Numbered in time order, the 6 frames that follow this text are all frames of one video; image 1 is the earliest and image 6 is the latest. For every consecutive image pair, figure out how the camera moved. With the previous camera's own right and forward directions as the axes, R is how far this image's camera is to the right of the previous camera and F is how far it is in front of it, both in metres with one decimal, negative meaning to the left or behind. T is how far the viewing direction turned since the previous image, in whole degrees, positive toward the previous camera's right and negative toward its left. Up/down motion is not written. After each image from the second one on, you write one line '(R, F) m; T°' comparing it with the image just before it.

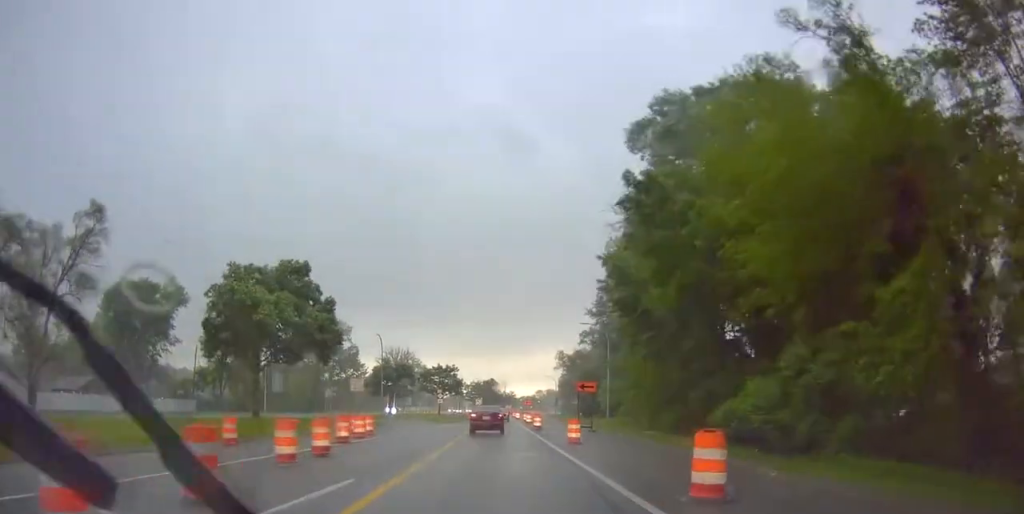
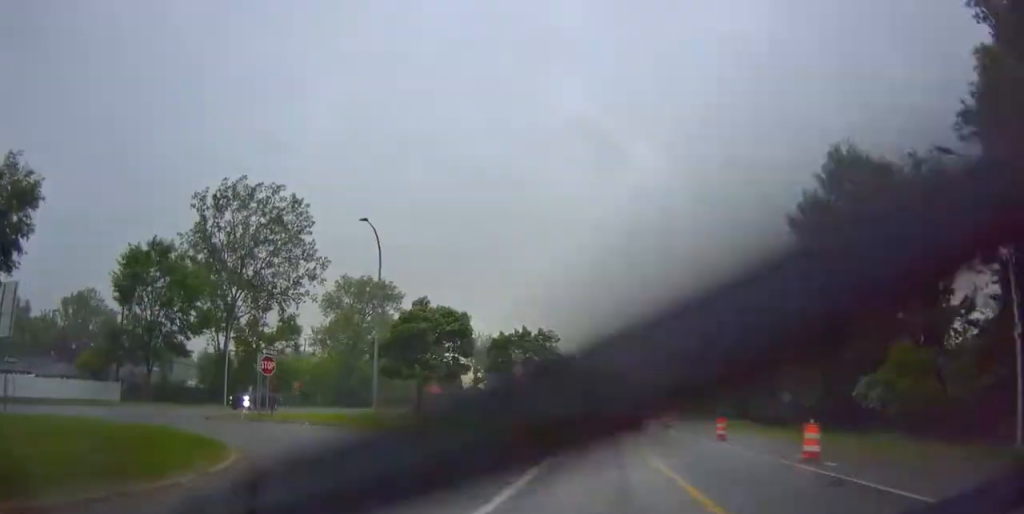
(+0.6, +34.4) m; -3°
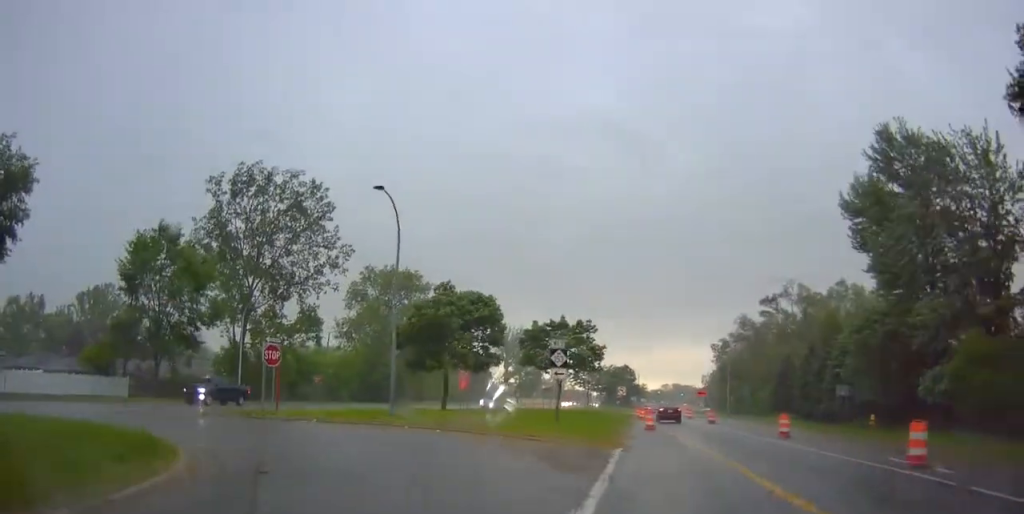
(-0.1, +3.1) m; -2°
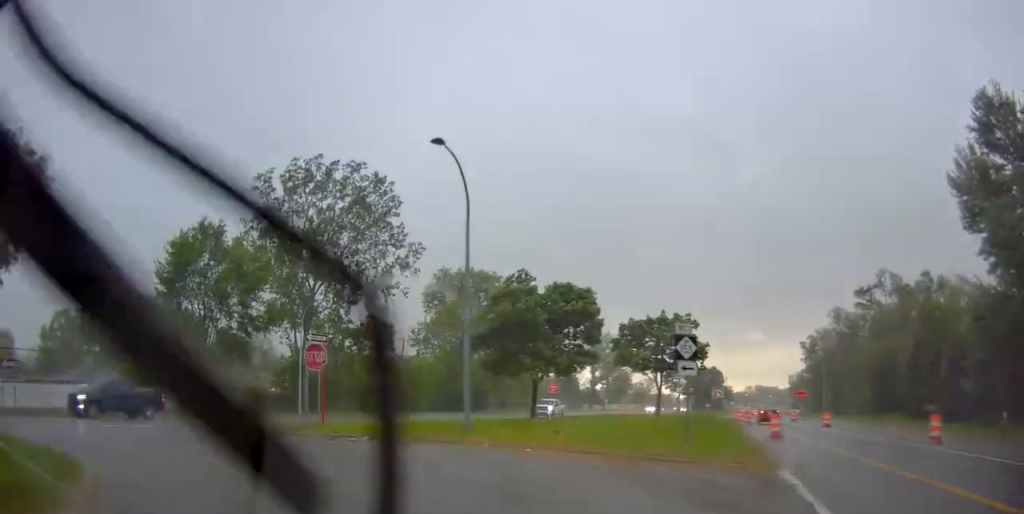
(-0.1, +5.1) m; -3°
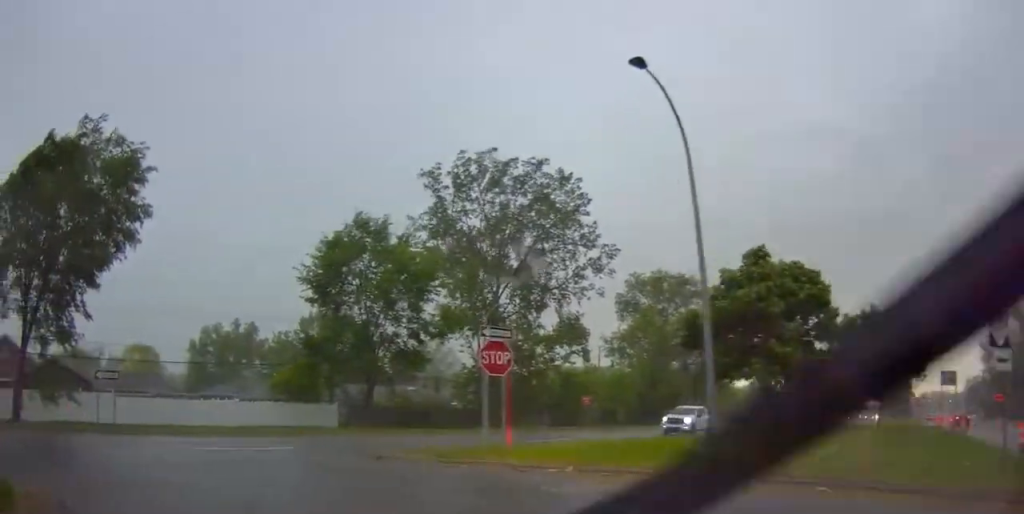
(-0.3, +6.7) m; -6°
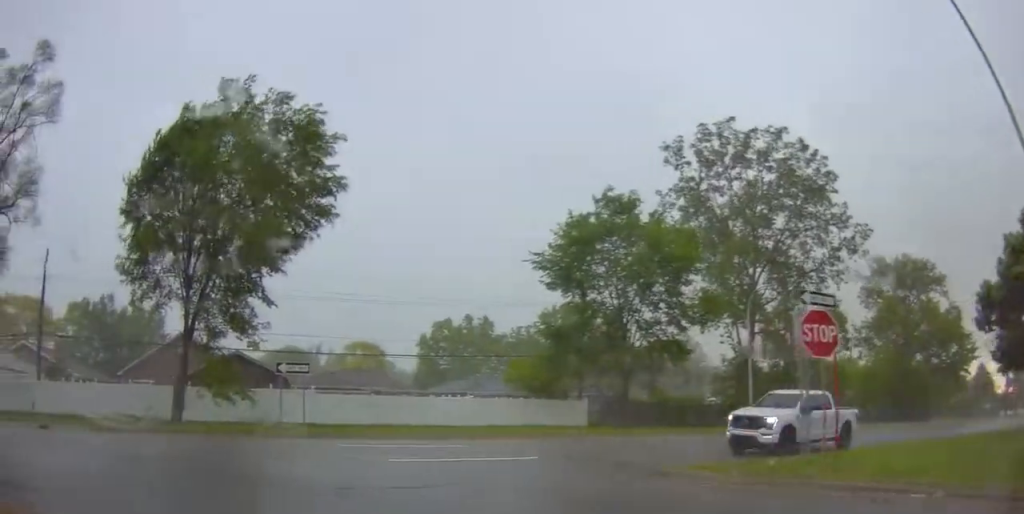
(-0.4, +6.8) m; -12°
